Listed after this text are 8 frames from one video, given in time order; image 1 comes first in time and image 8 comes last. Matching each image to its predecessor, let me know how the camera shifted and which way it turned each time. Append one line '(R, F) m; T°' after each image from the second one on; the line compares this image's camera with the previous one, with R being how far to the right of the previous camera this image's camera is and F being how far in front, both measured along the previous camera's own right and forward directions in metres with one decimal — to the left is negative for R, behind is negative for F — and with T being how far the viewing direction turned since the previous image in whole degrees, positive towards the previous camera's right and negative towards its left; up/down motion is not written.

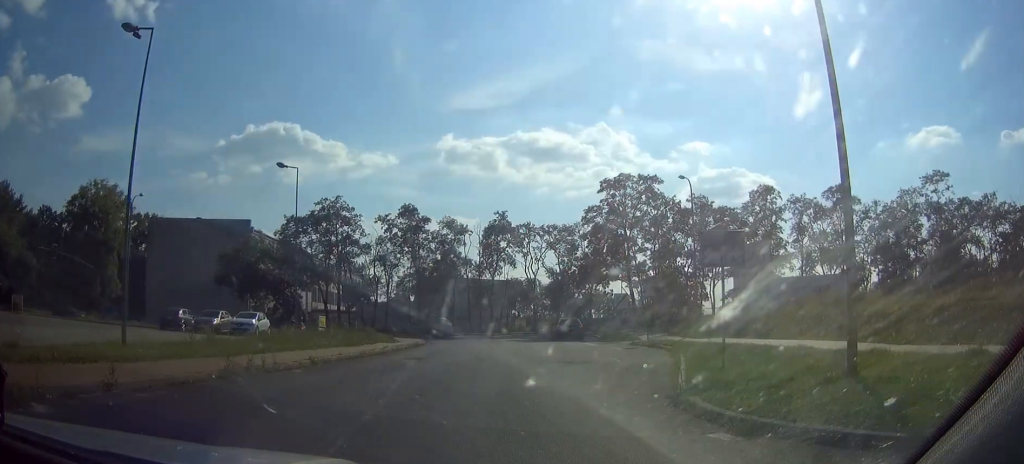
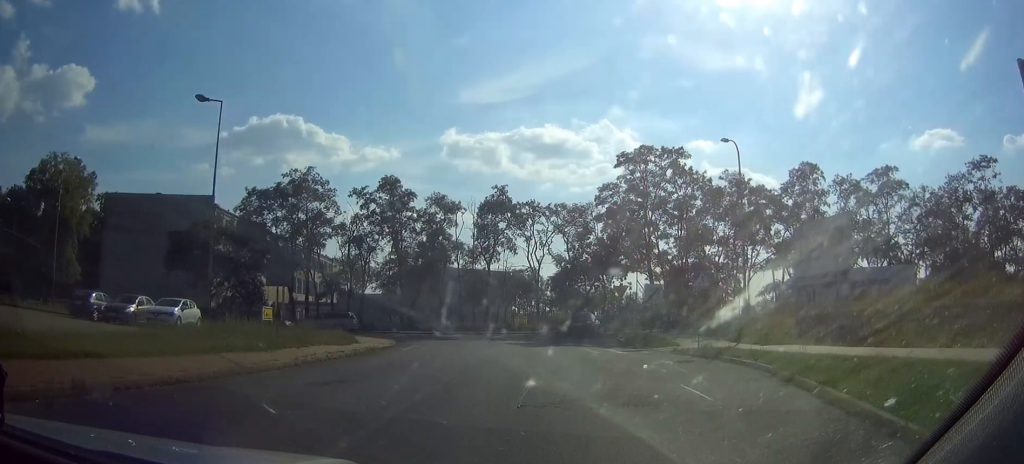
(-0.2, +9.8) m; 0°
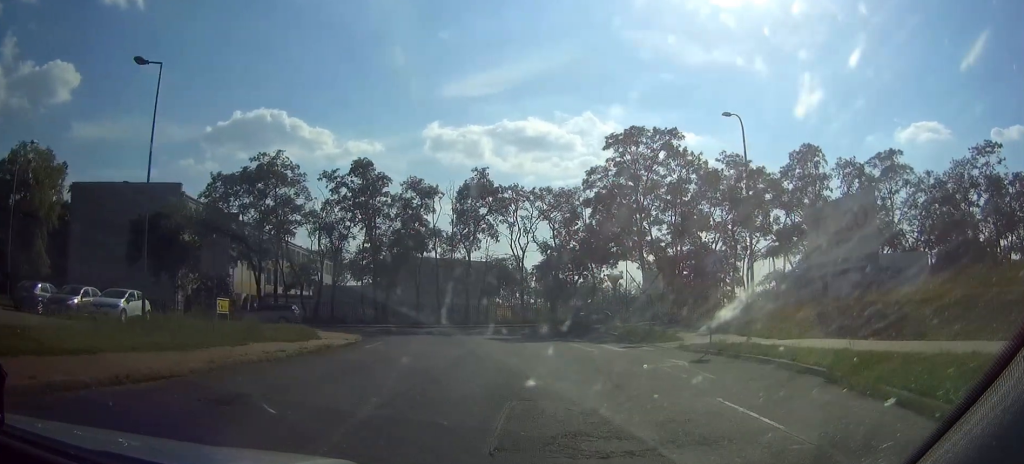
(0.0, +3.3) m; +1°
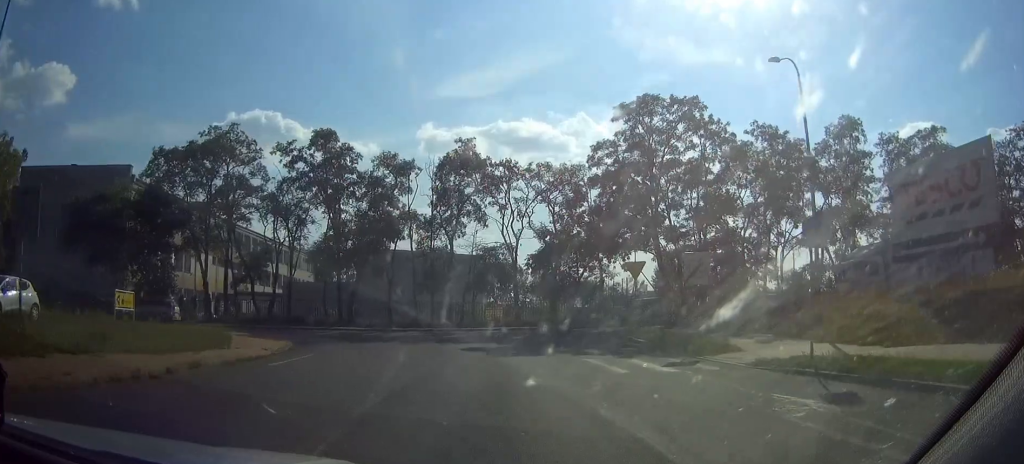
(+0.1, +7.4) m; +2°
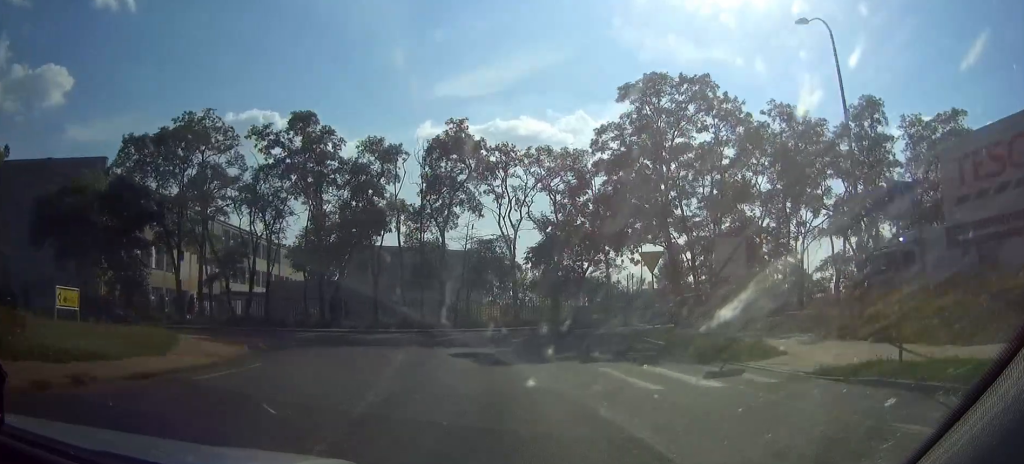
(0.0, +3.2) m; +1°
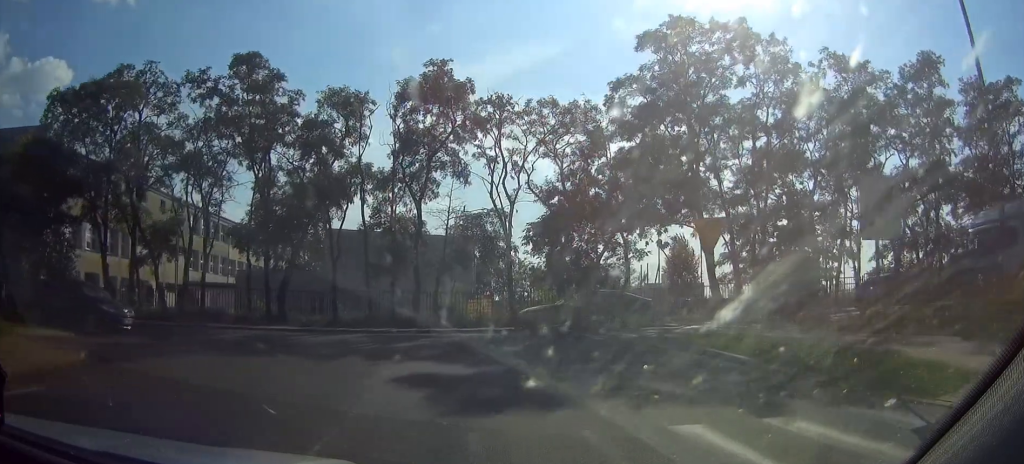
(+0.1, +7.0) m; 0°
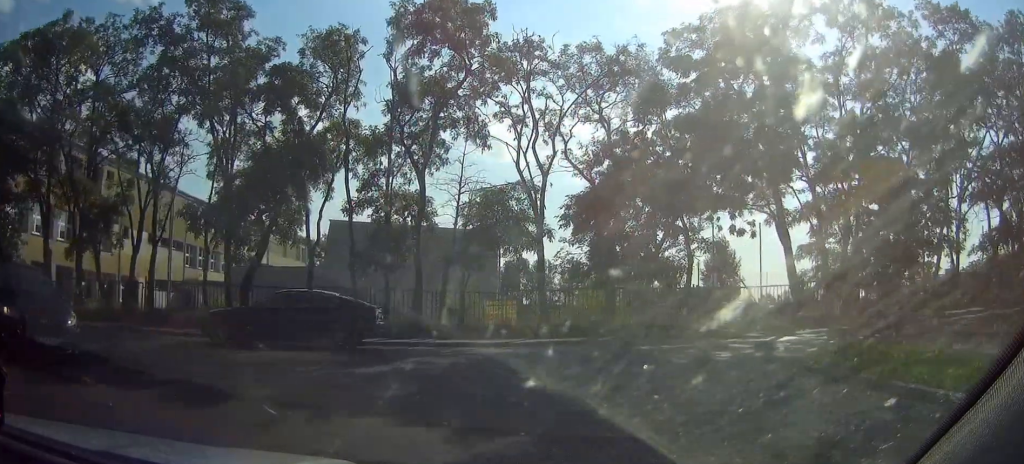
(0.0, +7.4) m; 0°
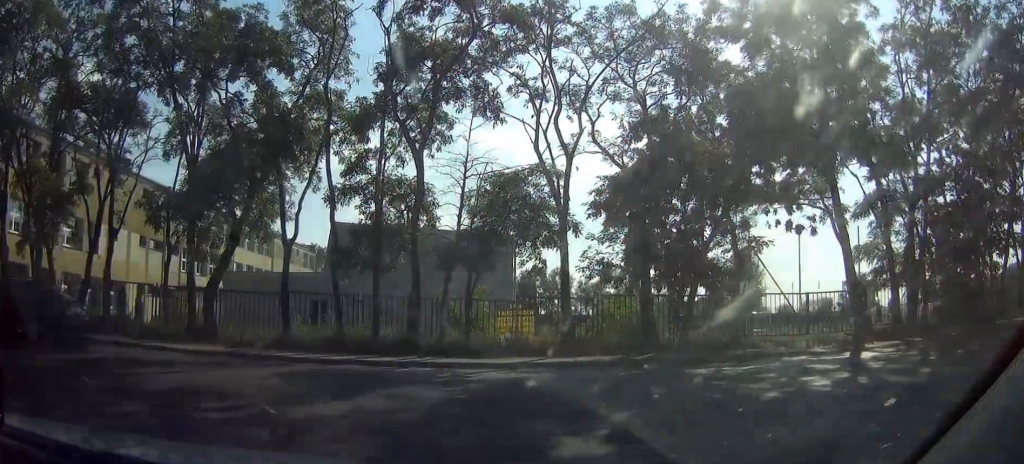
(0.0, +4.6) m; +1°
